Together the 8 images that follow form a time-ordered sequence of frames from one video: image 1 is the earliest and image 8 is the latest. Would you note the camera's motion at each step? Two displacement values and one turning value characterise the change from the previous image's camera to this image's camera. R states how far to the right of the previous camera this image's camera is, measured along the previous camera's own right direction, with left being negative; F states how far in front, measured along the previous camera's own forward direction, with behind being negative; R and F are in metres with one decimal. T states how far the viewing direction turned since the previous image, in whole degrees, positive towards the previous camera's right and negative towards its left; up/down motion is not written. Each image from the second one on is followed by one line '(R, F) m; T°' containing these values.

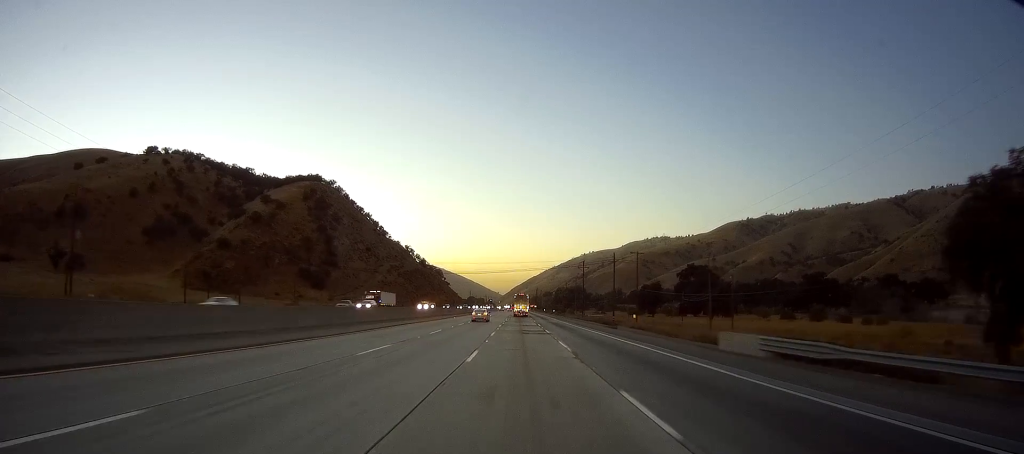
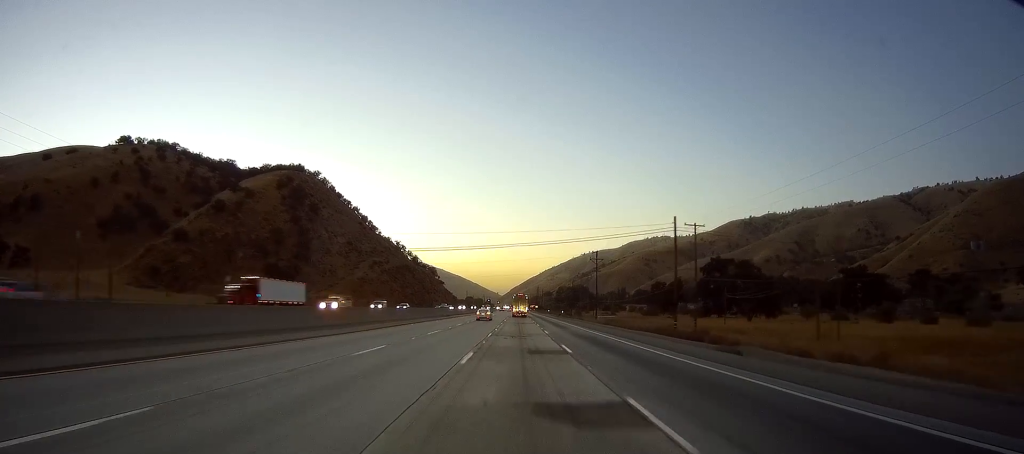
(+0.4, +30.3) m; 0°
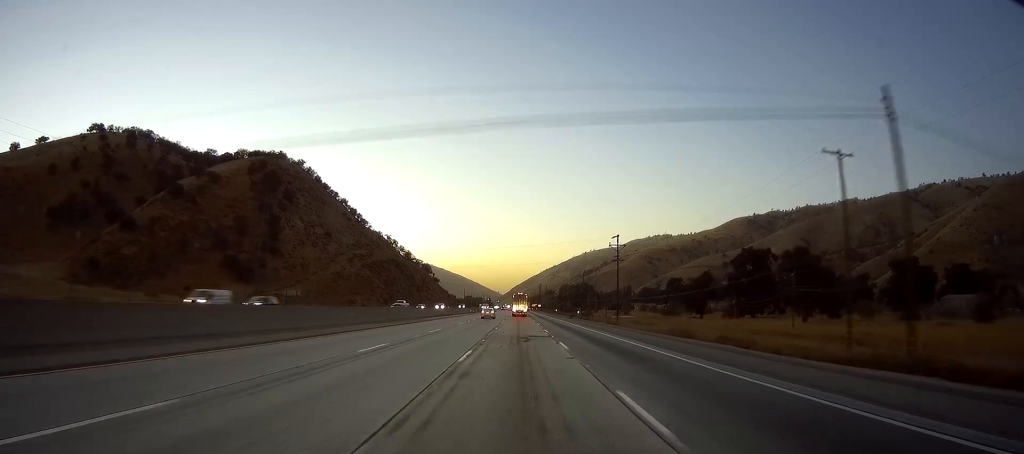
(-0.3, +29.5) m; -1°
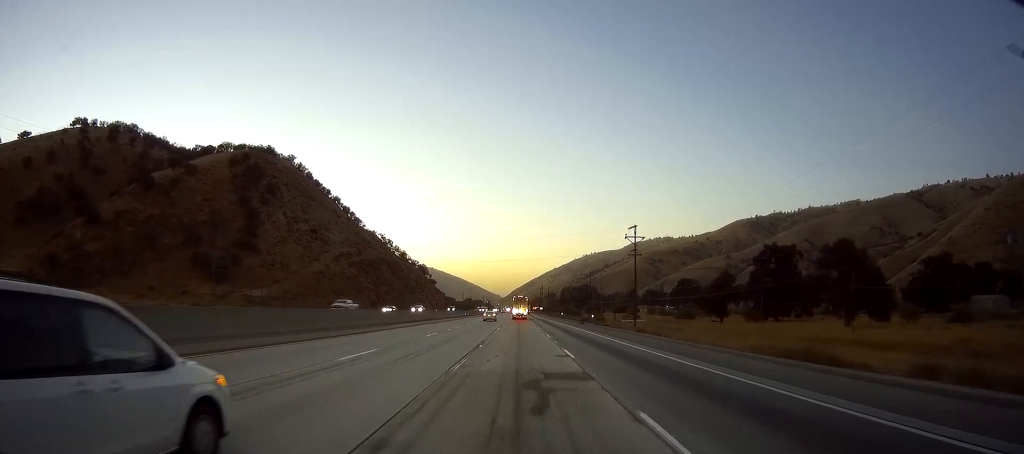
(0.0, +16.7) m; 0°
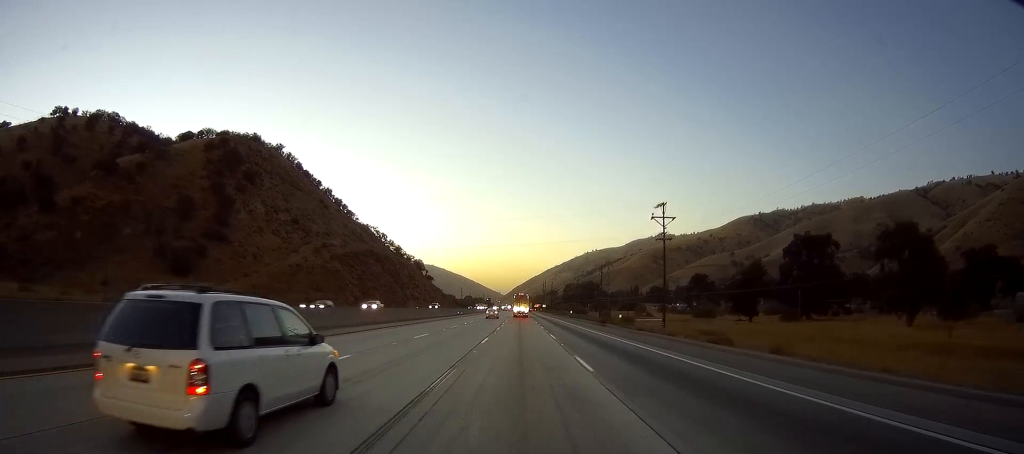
(0.0, +18.7) m; 0°
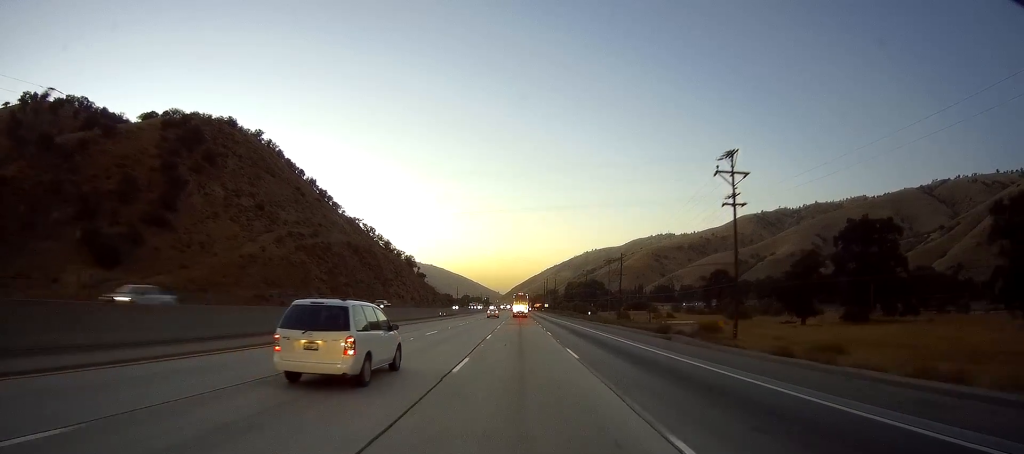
(0.0, +26.5) m; +1°
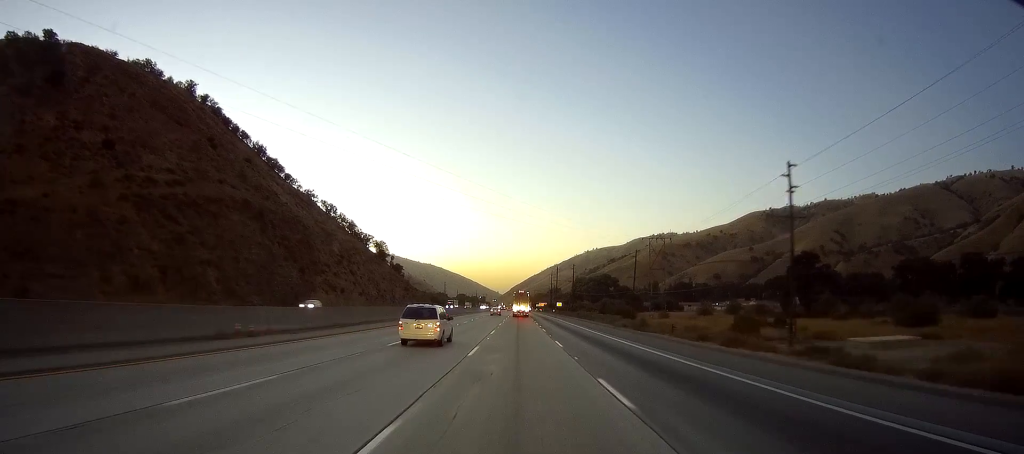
(-0.2, +68.7) m; -1°
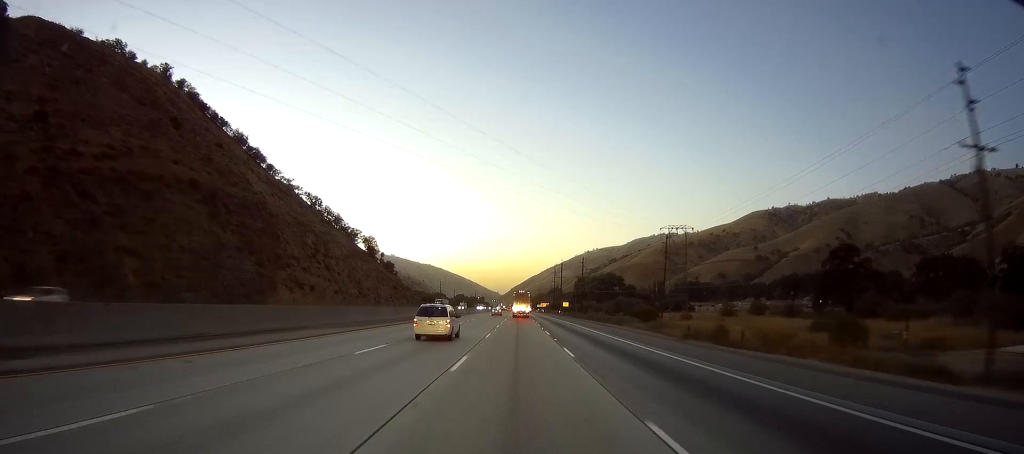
(-0.1, +19.6) m; +1°
